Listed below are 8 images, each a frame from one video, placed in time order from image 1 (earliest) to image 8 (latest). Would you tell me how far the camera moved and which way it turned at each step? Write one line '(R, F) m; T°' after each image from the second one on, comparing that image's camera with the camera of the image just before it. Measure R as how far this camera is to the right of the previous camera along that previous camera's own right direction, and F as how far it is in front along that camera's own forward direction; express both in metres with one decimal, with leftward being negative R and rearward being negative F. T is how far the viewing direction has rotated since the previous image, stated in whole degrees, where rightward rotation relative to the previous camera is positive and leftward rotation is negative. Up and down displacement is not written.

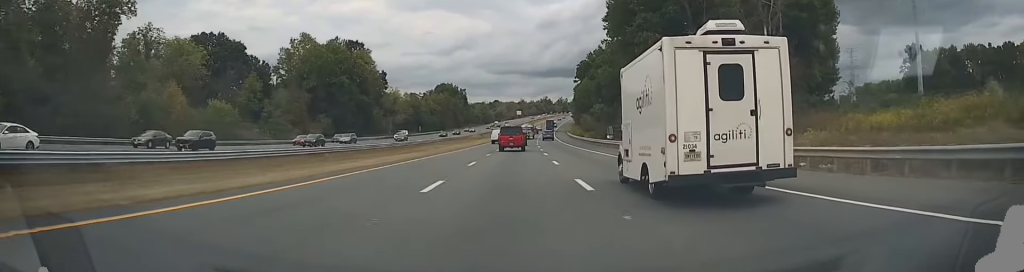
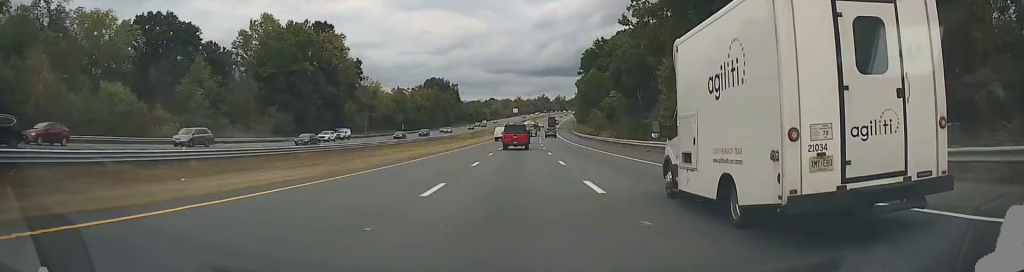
(+0.1, +26.4) m; 0°
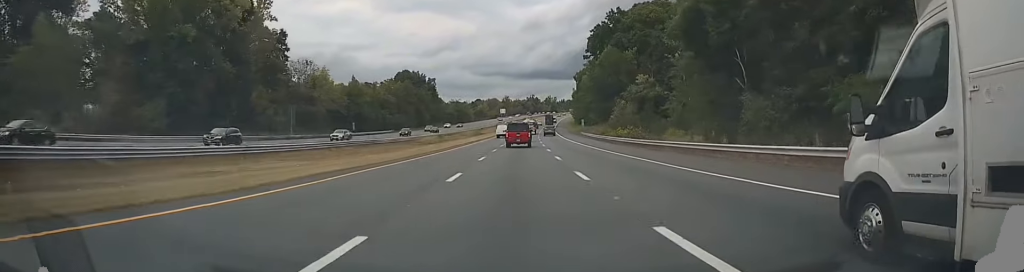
(+0.4, +45.3) m; +1°
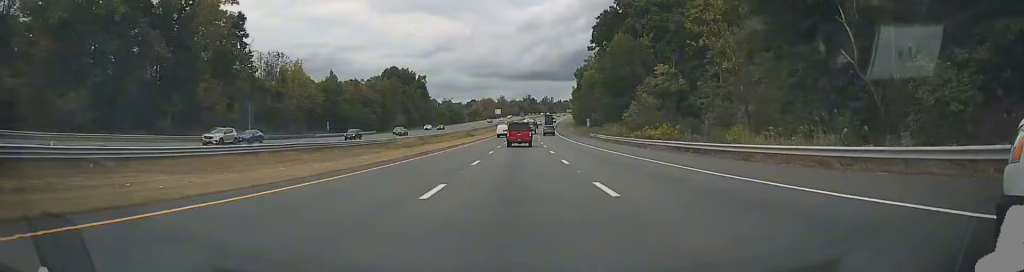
(+0.1, +16.2) m; +1°
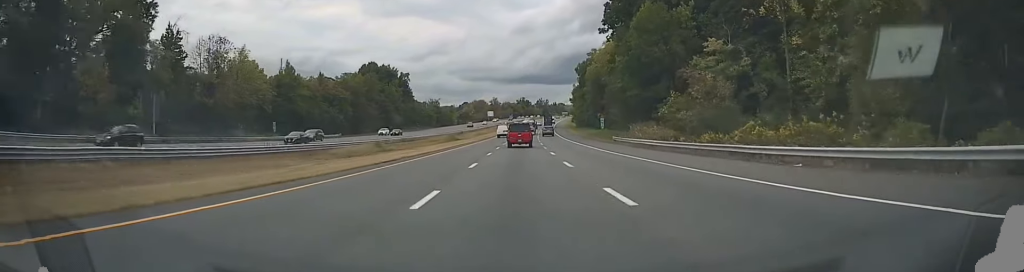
(+0.2, +24.1) m; +1°
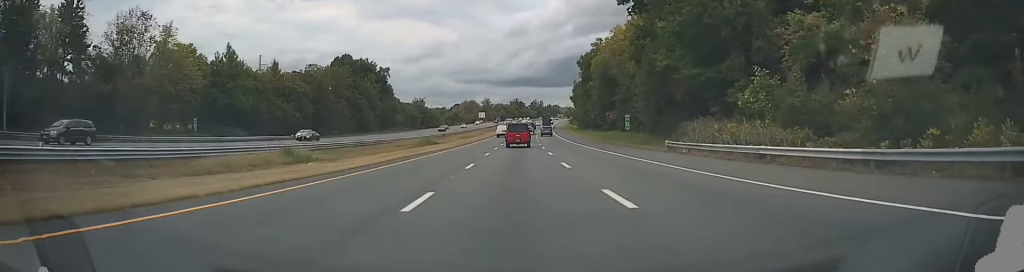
(+0.1, +23.4) m; 0°
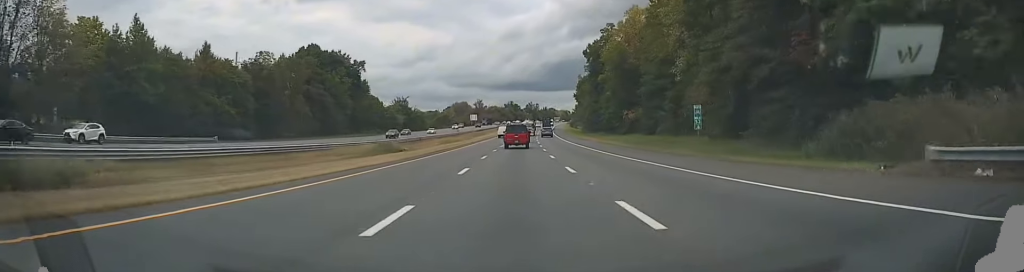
(+0.1, +27.6) m; +1°
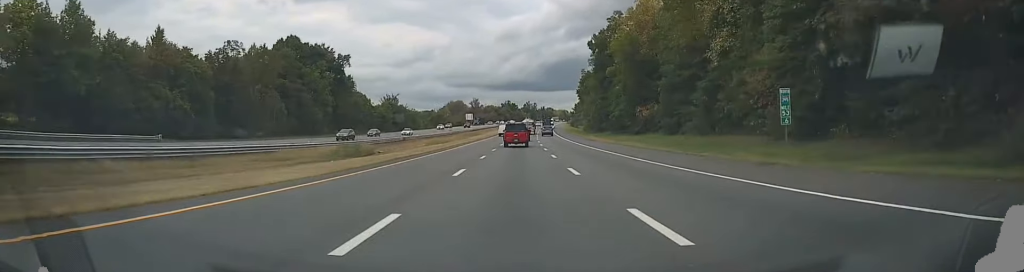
(0.0, +14.4) m; 0°
